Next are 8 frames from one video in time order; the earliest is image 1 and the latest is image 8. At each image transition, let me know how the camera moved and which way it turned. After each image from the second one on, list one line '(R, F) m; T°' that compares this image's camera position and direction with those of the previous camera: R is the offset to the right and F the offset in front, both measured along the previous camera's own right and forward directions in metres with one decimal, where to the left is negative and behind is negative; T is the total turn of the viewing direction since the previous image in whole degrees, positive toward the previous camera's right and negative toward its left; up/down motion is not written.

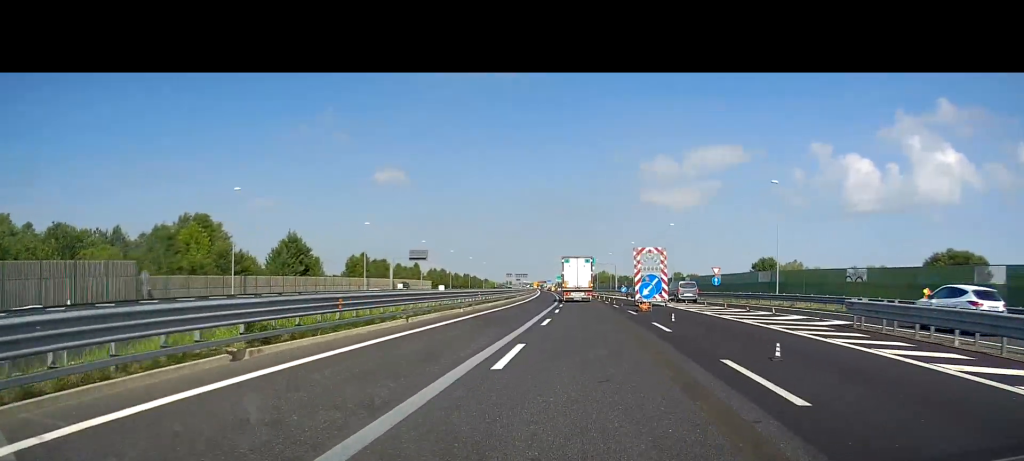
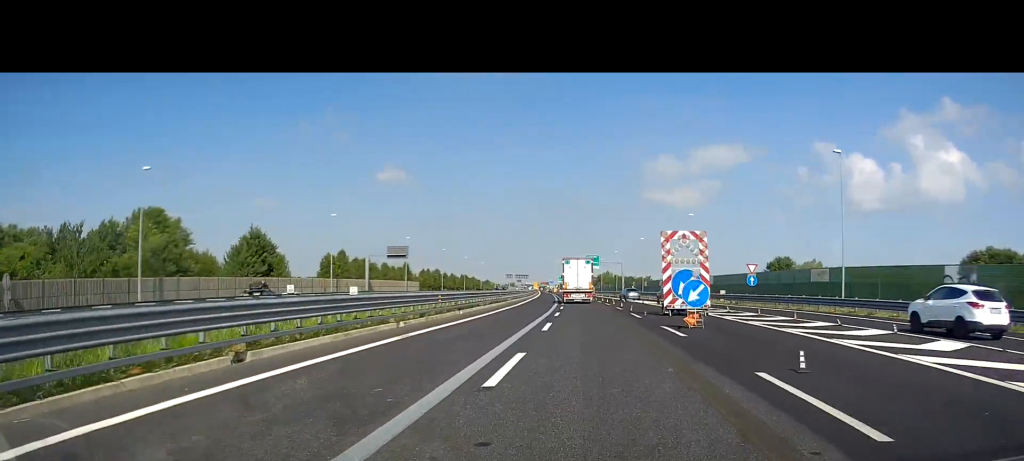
(0.0, +13.5) m; 0°
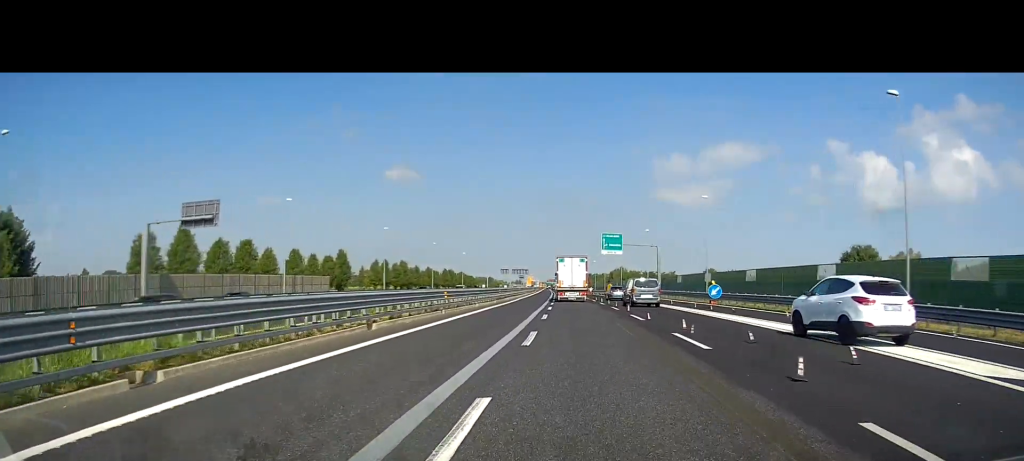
(-0.9, +50.0) m; -2°
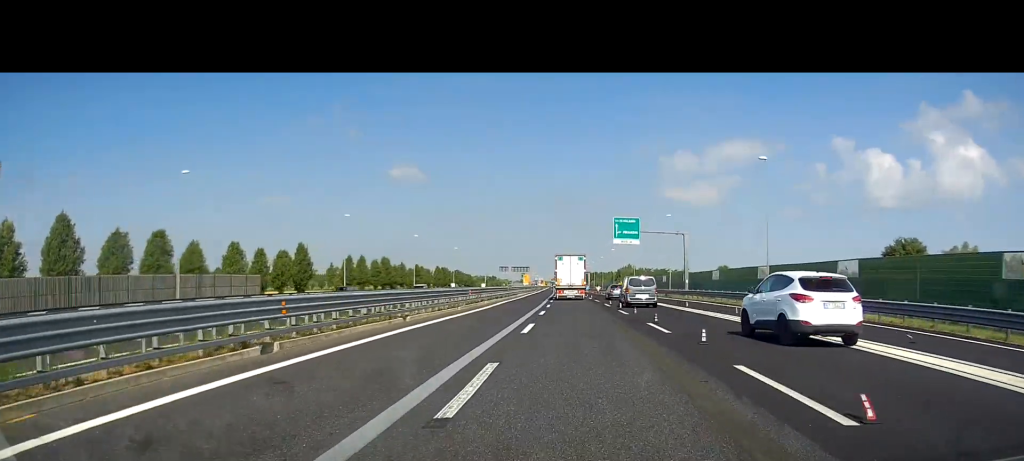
(-0.2, +18.7) m; 0°
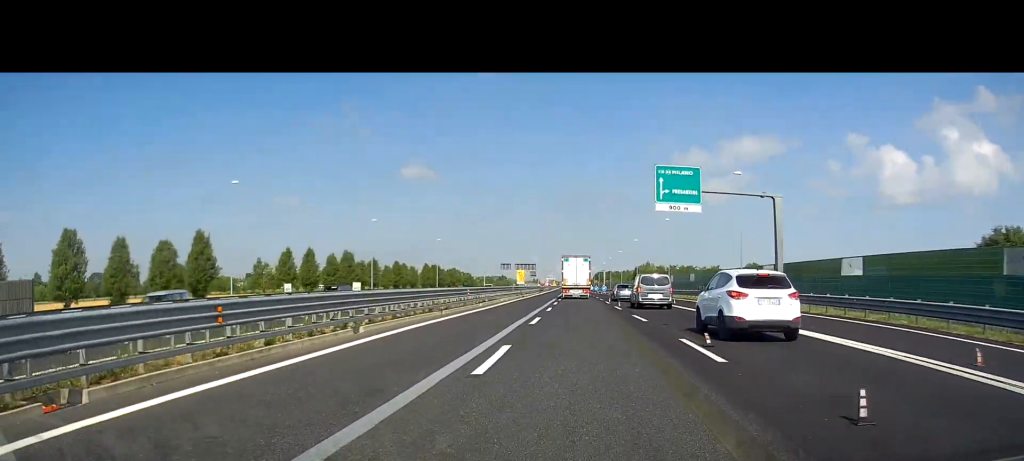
(0.0, +30.2) m; -1°
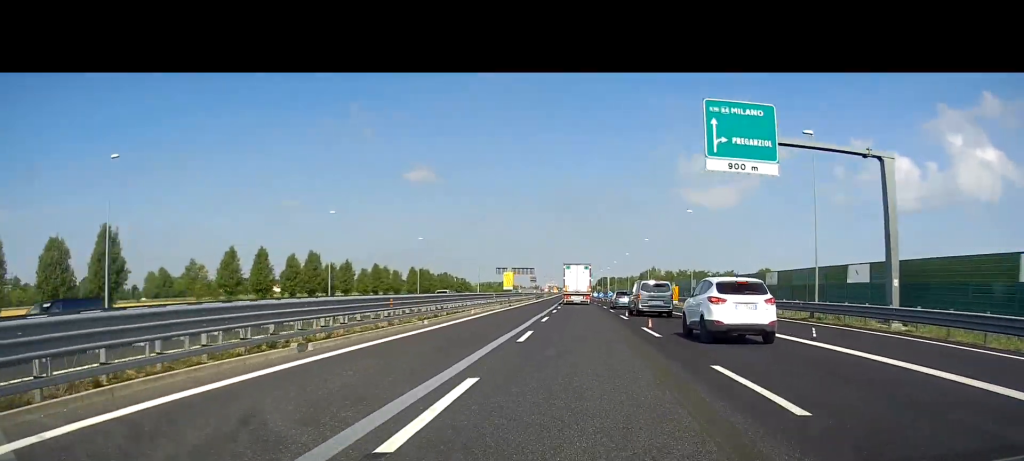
(-0.2, +16.2) m; 0°
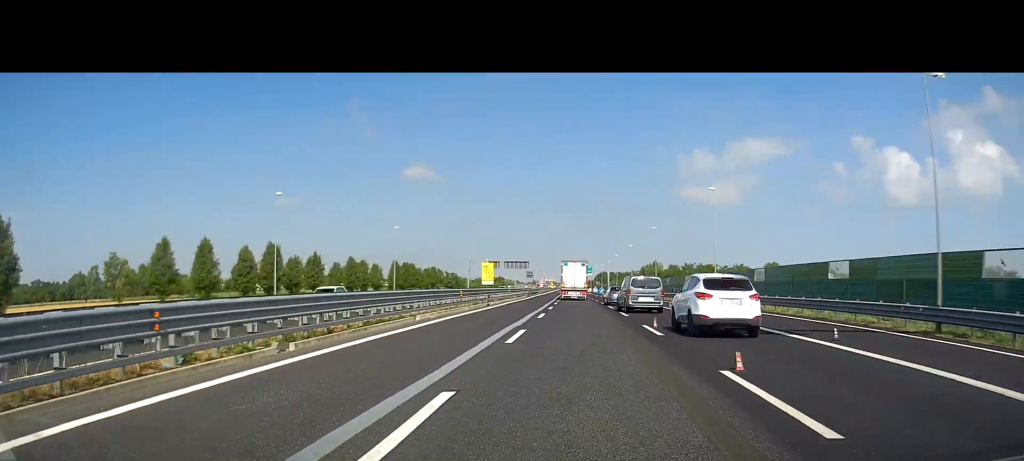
(-0.3, +13.0) m; 0°
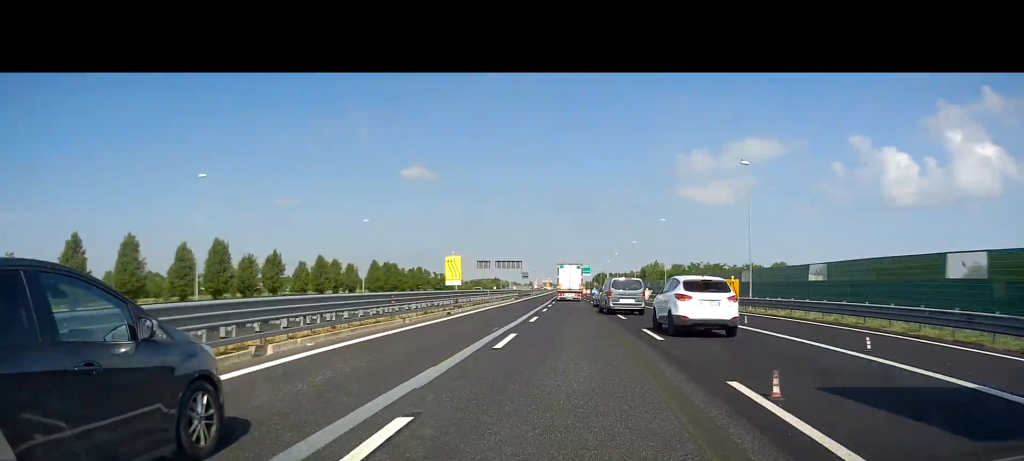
(+0.3, +12.7) m; -1°
